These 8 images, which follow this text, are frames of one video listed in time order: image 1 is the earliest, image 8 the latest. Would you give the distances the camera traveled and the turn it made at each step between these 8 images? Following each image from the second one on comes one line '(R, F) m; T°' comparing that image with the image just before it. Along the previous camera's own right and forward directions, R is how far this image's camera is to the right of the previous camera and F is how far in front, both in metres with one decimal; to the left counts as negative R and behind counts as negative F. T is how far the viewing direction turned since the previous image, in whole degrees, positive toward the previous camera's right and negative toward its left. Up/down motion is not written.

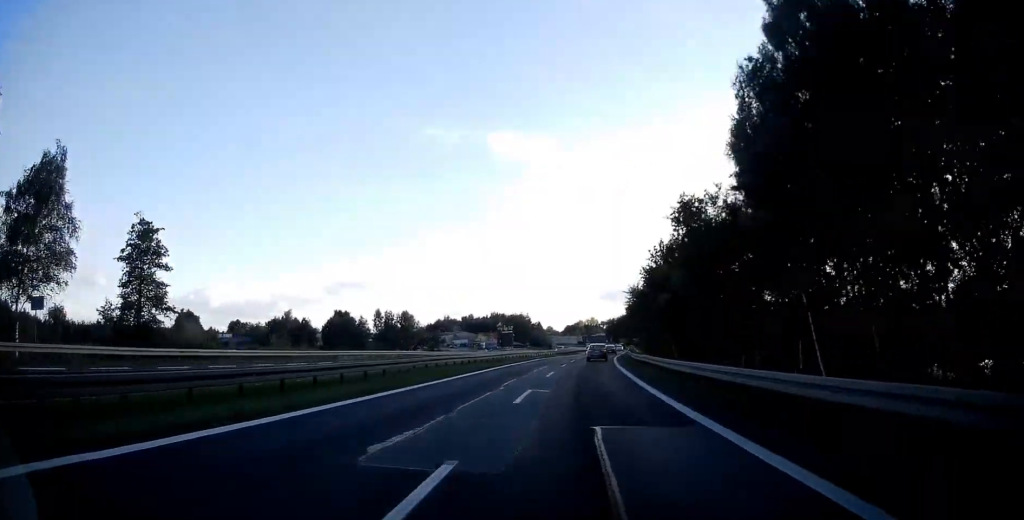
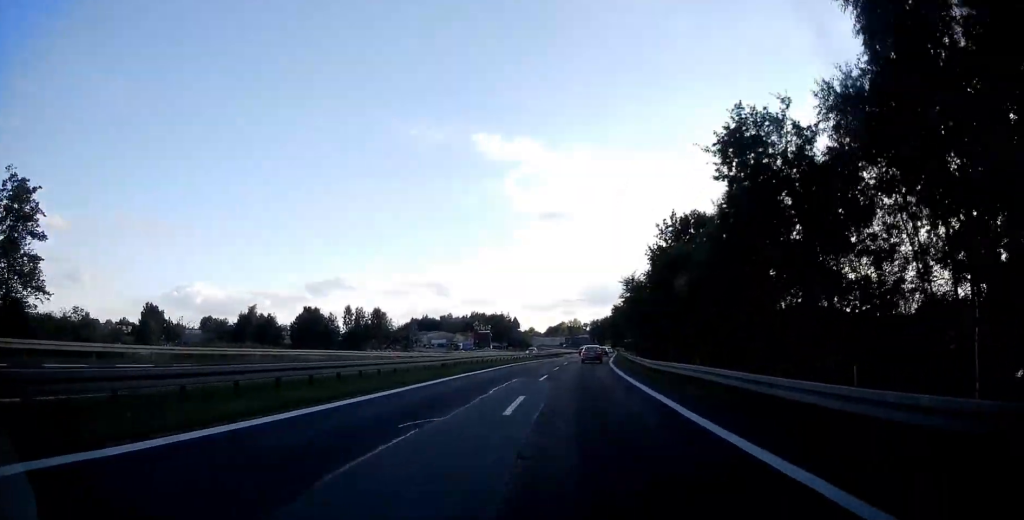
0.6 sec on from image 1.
(+0.2, +14.1) m; +1°
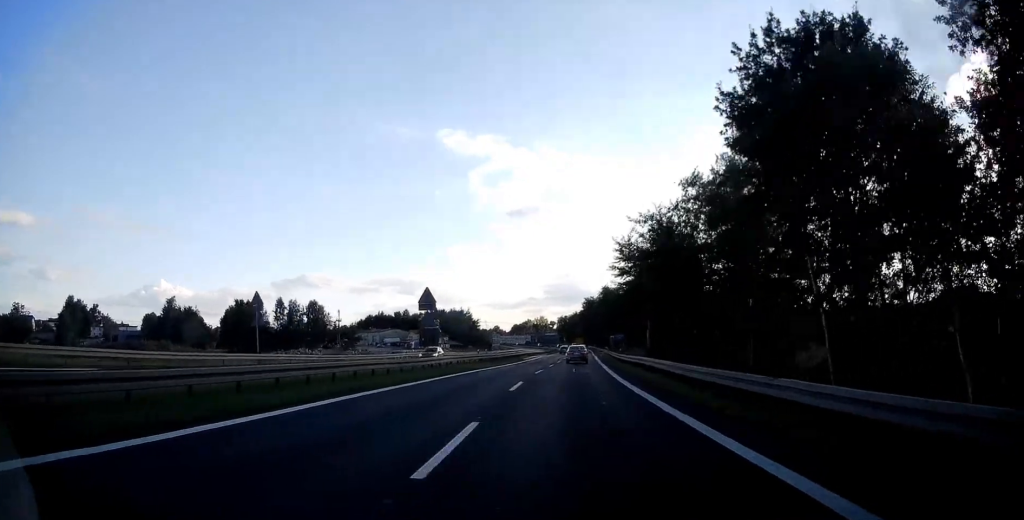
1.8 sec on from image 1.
(+0.6, +29.1) m; +3°
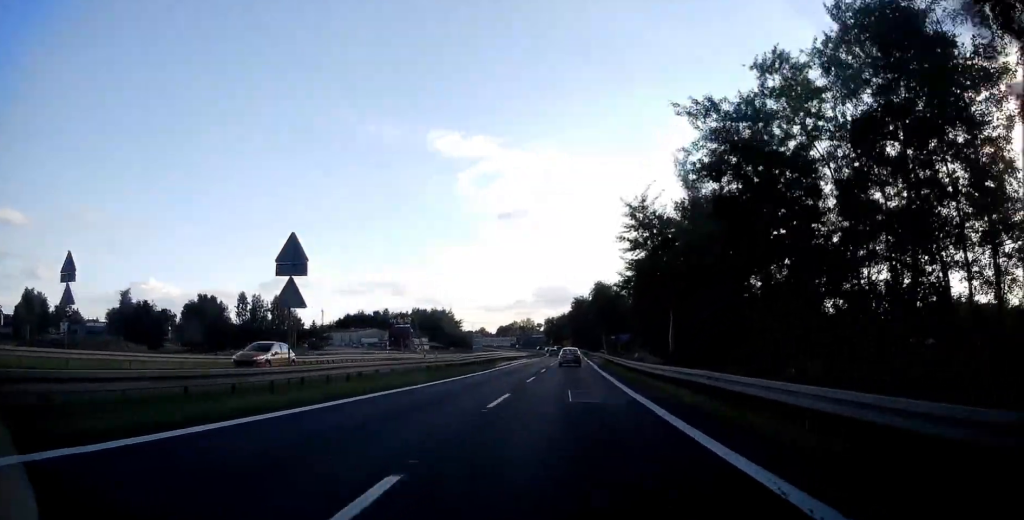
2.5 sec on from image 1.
(+0.2, +15.7) m; +2°
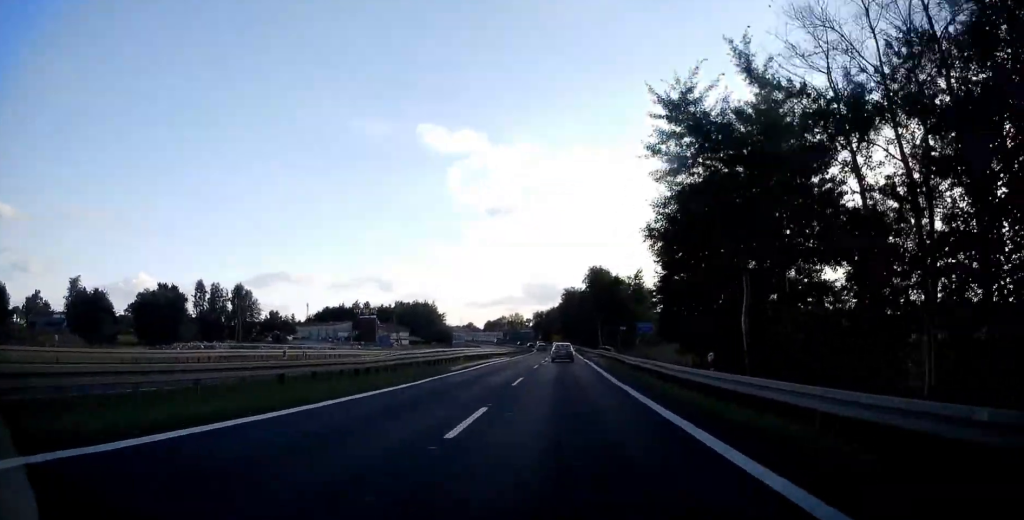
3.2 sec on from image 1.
(+0.4, +16.5) m; +1°
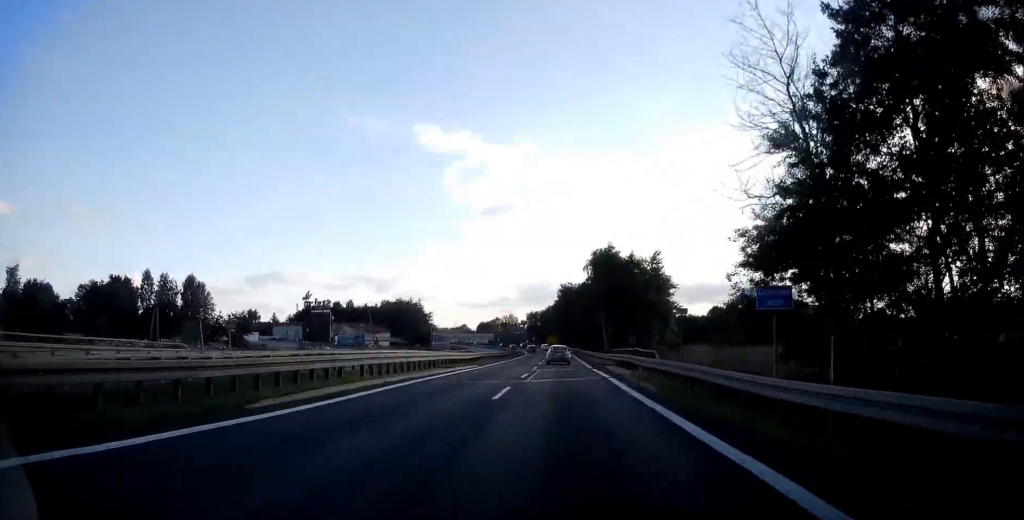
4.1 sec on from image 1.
(+0.3, +20.4) m; +1°
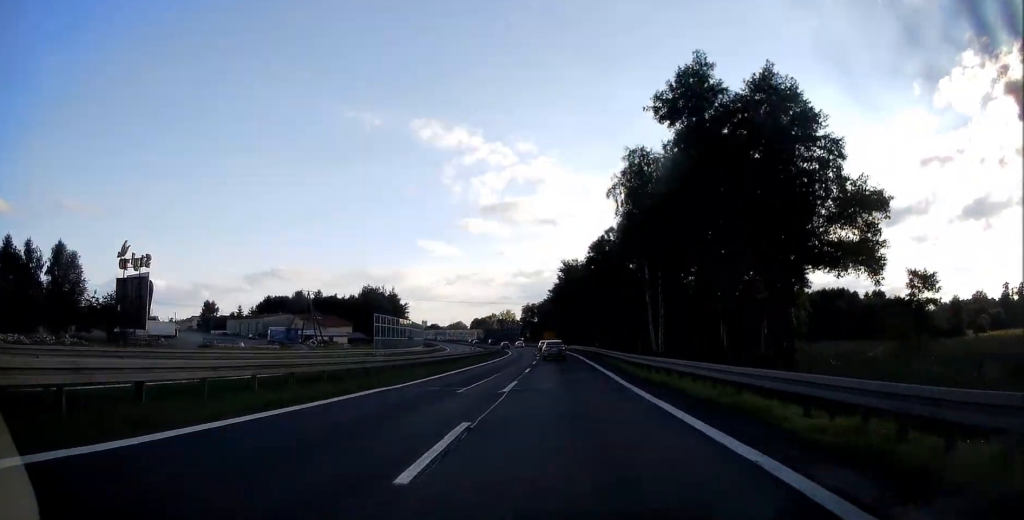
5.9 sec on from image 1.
(+0.4, +42.3) m; 0°
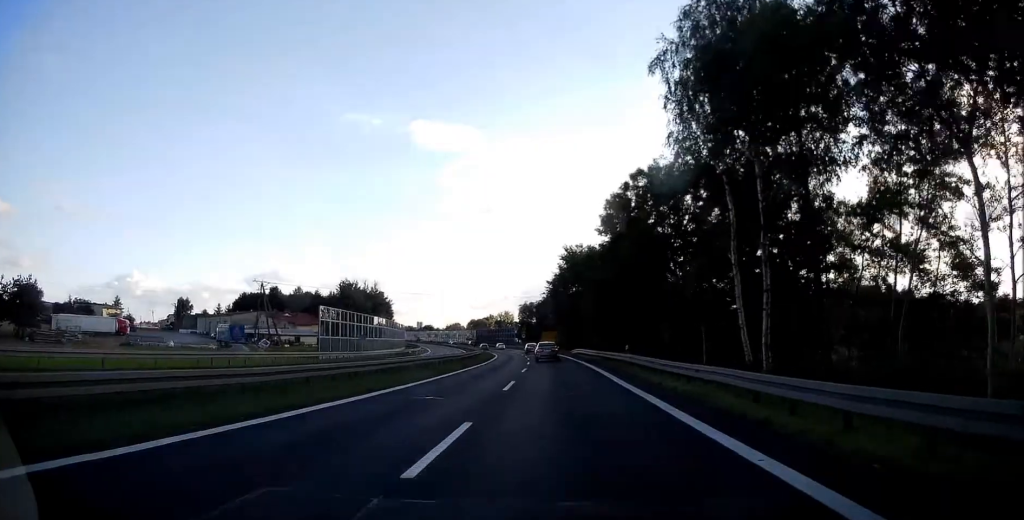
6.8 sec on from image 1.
(-0.4, +21.8) m; -2°
